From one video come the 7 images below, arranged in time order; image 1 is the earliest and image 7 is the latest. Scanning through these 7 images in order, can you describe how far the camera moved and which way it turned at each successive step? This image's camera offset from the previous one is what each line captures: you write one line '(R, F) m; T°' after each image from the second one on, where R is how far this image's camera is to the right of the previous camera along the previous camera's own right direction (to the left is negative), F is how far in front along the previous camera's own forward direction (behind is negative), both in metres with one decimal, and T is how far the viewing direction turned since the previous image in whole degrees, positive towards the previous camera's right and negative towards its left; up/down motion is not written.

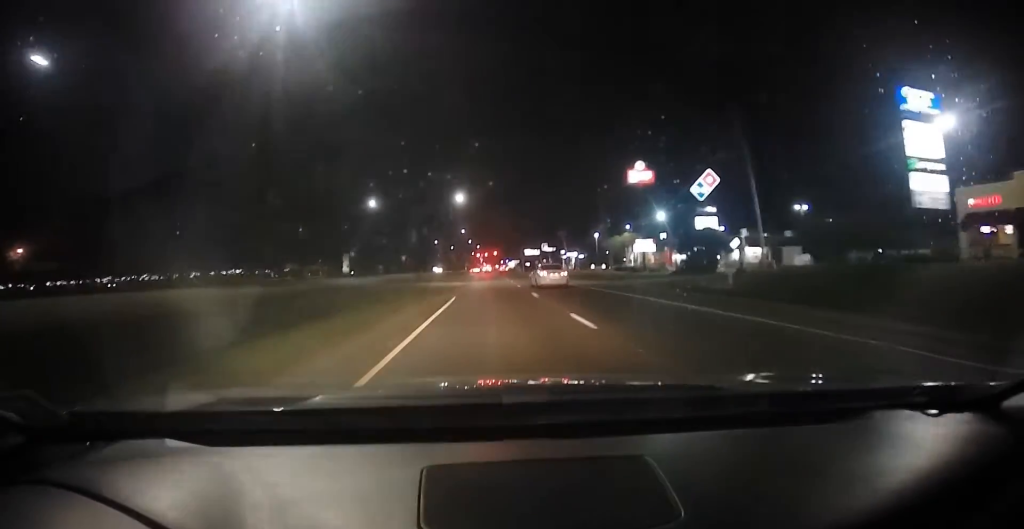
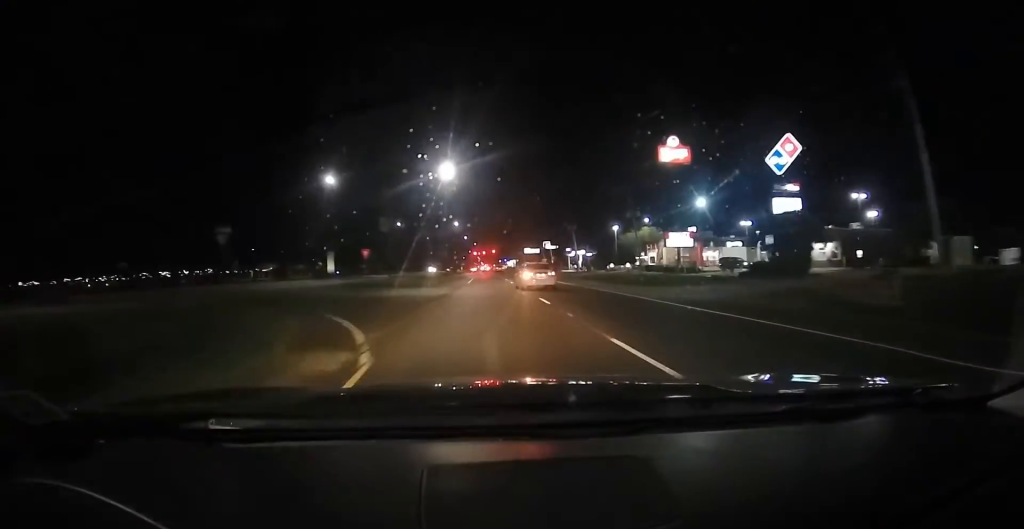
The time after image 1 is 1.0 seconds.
(0.0, +18.6) m; 0°
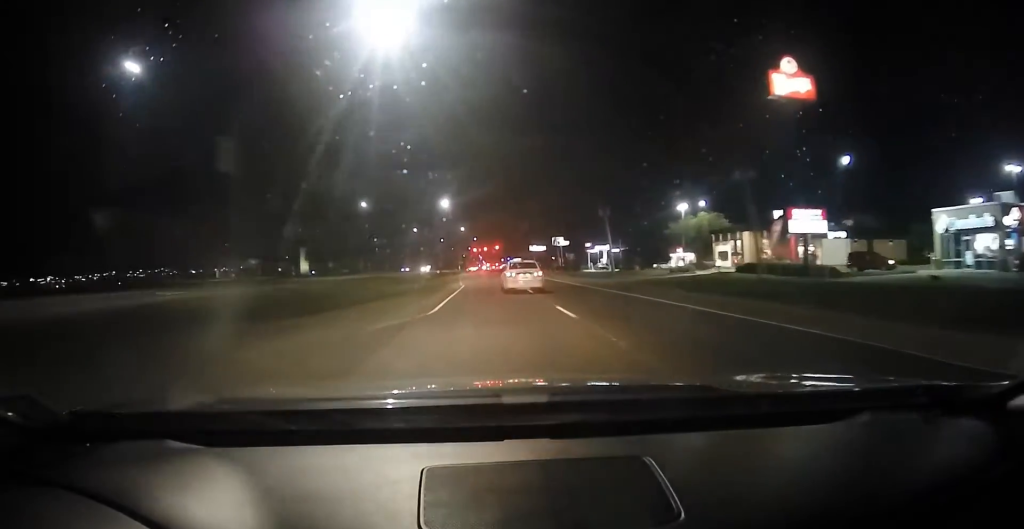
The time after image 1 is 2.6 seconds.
(0.0, +31.0) m; 0°
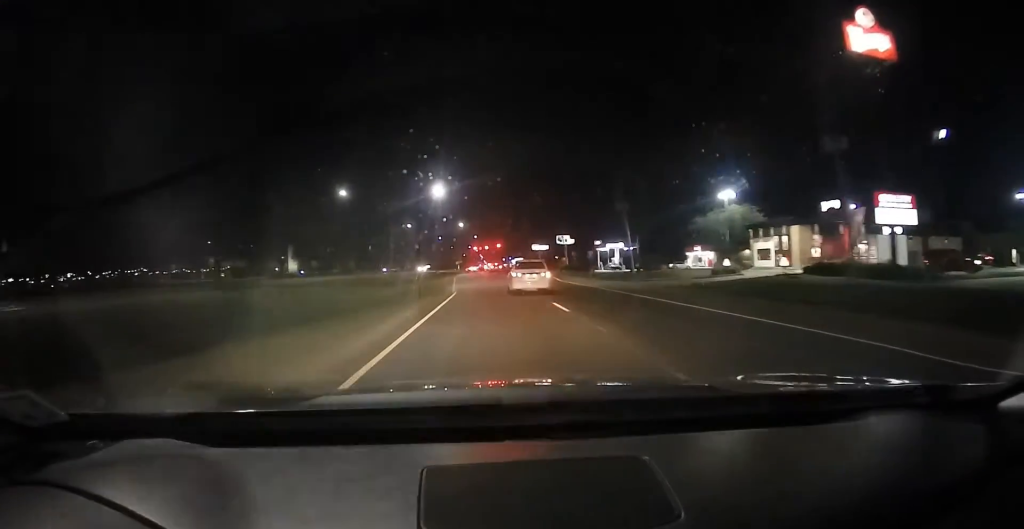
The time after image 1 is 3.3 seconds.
(0.0, +11.3) m; 0°
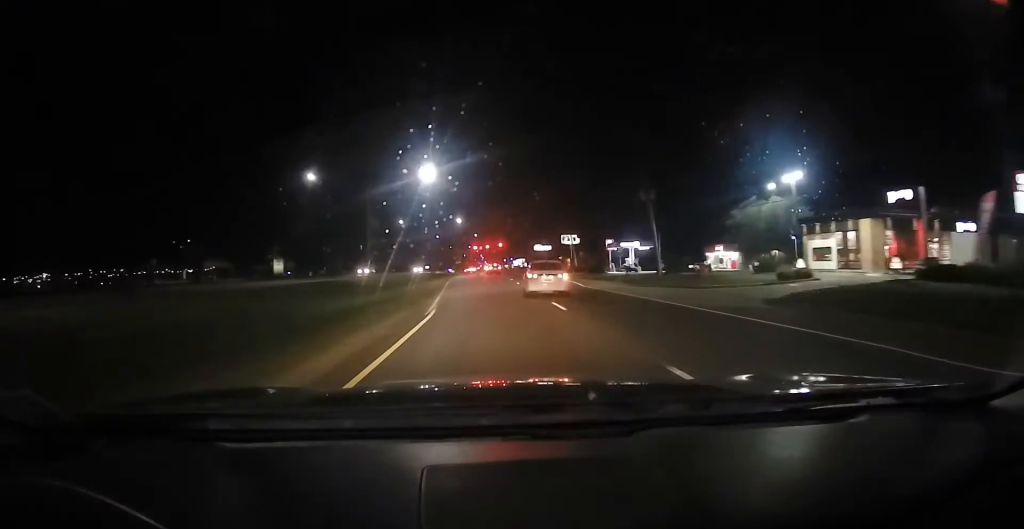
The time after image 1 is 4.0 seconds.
(0.0, +12.3) m; 0°
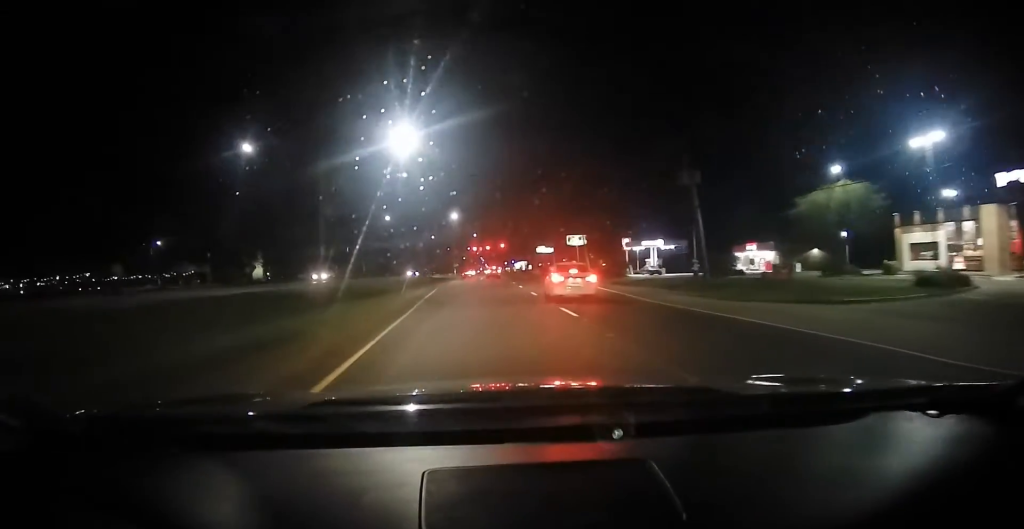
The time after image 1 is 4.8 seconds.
(0.0, +14.9) m; 0°
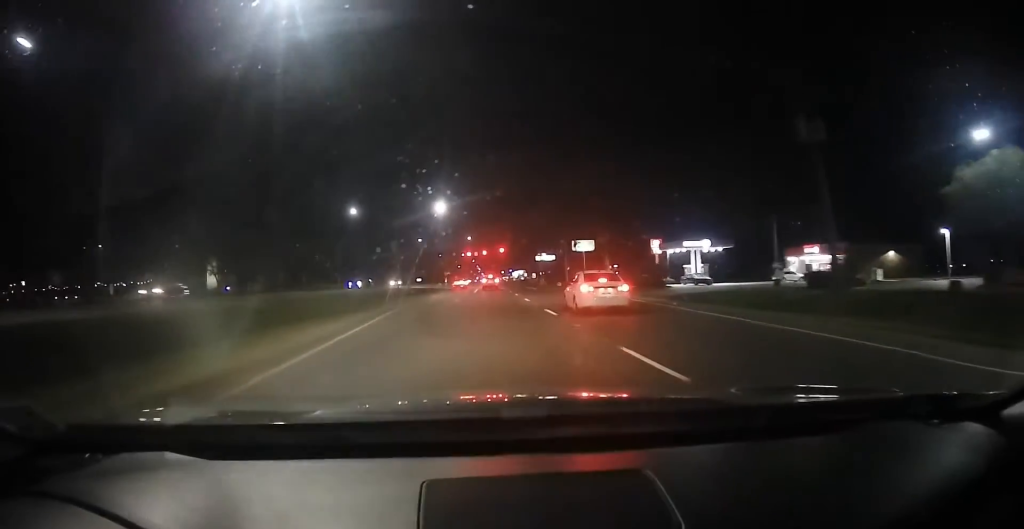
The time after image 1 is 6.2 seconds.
(+0.1, +21.1) m; +1°
